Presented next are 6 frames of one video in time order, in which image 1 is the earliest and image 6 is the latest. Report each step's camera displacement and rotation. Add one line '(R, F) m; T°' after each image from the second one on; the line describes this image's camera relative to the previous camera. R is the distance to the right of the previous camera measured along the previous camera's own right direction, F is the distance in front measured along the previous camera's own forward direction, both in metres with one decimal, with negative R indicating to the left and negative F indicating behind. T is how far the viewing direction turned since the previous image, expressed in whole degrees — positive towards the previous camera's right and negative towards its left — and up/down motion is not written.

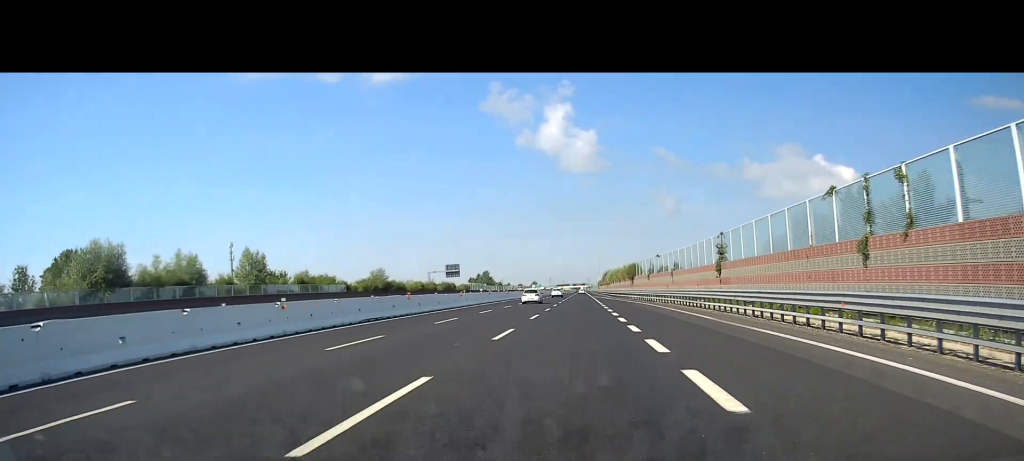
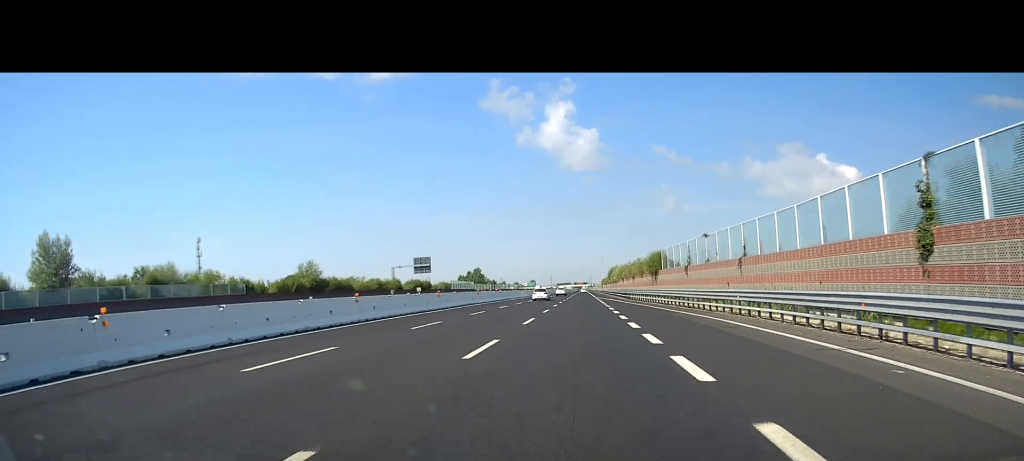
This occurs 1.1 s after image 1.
(+0.1, +28.1) m; +1°
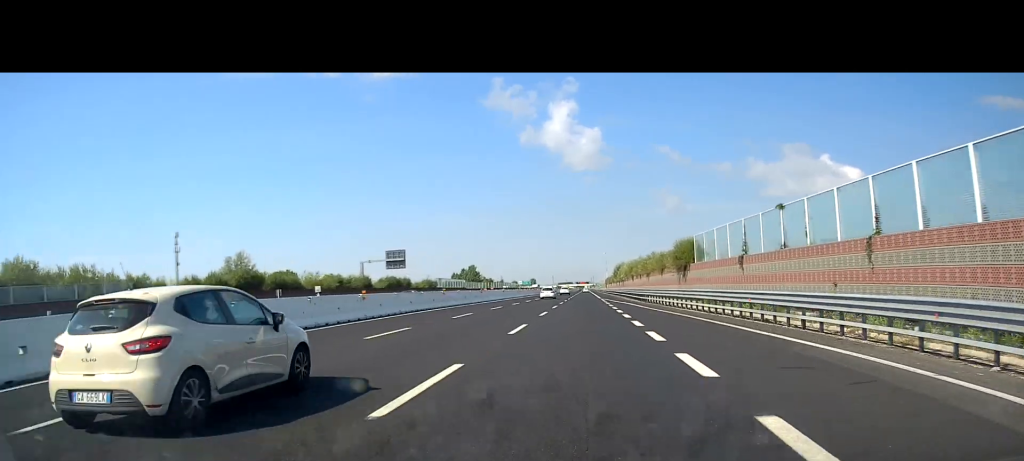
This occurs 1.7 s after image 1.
(+0.1, +17.5) m; 0°
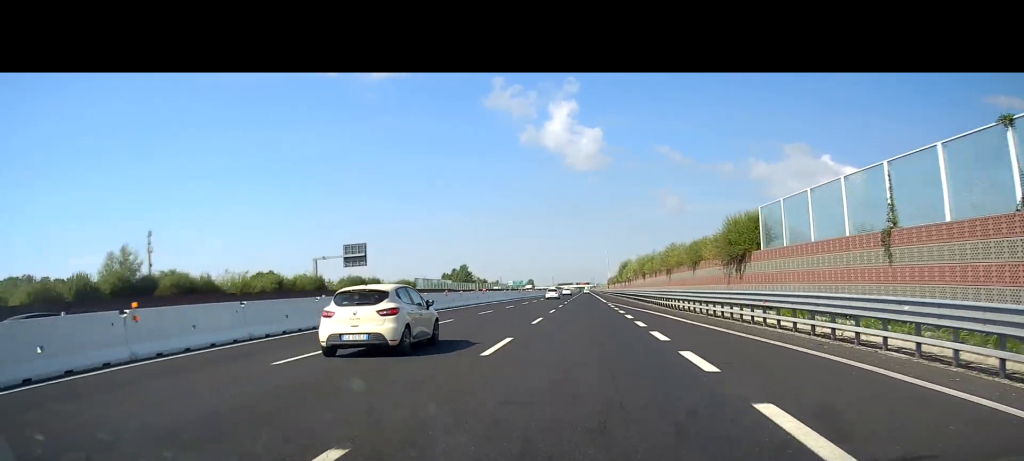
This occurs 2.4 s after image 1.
(0.0, +17.5) m; 0°
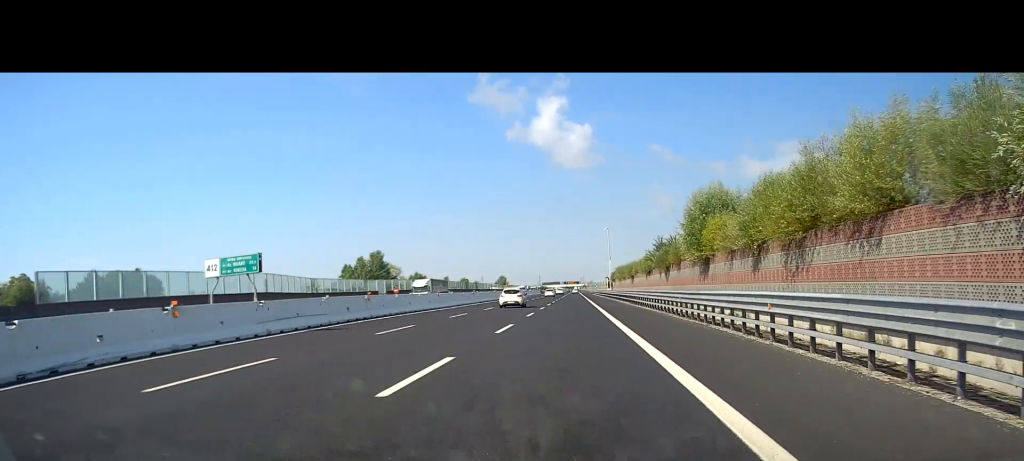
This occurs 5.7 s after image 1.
(0.0, +86.6) m; 0°
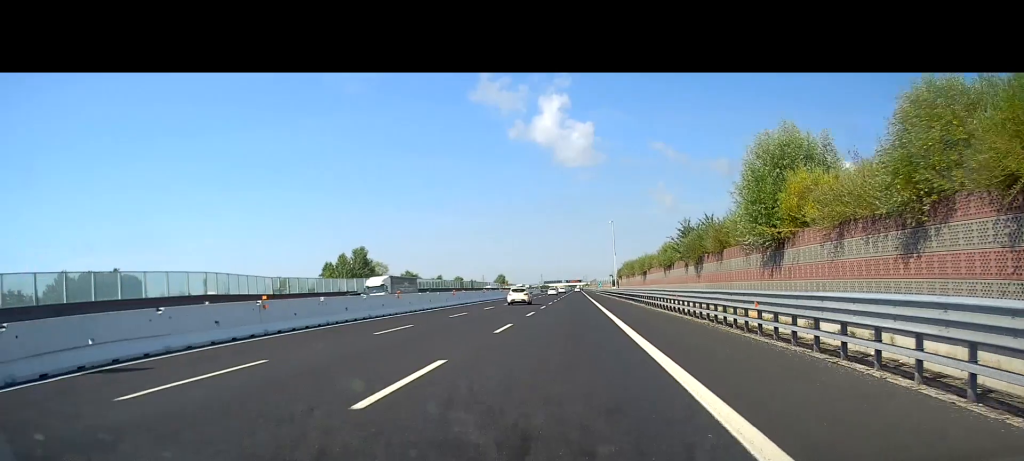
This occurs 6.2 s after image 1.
(+0.1, +12.3) m; 0°
